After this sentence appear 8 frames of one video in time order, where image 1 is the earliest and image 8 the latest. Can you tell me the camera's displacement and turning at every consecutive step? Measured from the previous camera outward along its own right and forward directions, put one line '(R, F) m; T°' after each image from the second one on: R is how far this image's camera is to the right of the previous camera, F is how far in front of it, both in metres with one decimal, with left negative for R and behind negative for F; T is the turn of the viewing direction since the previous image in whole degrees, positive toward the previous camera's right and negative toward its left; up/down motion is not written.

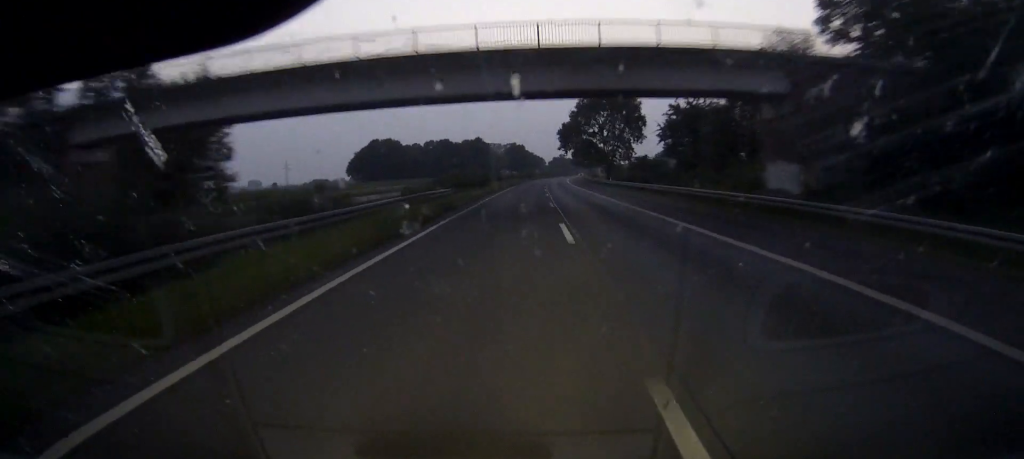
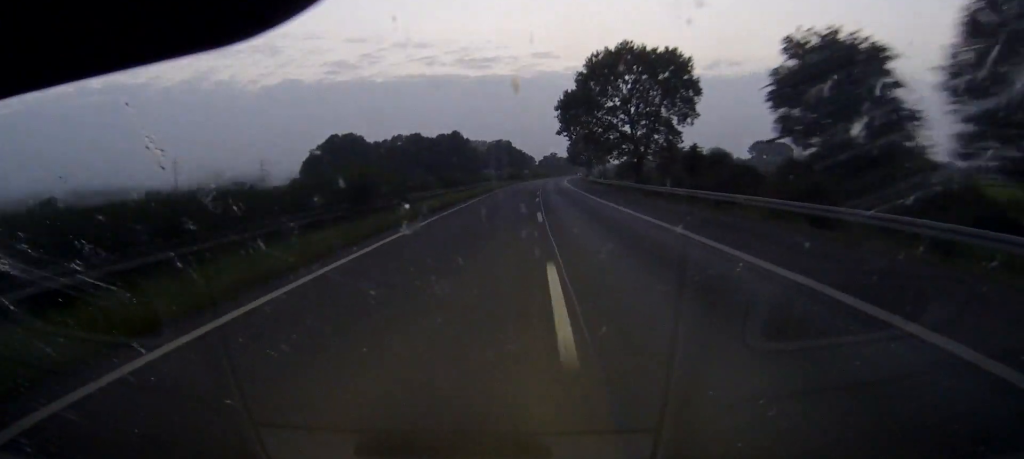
(+0.3, +46.9) m; +1°
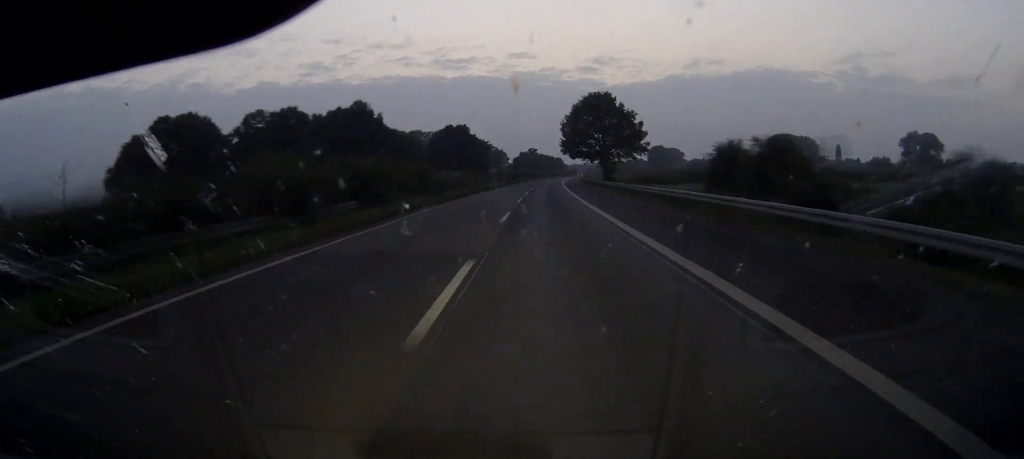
(+1.7, +109.3) m; +2°
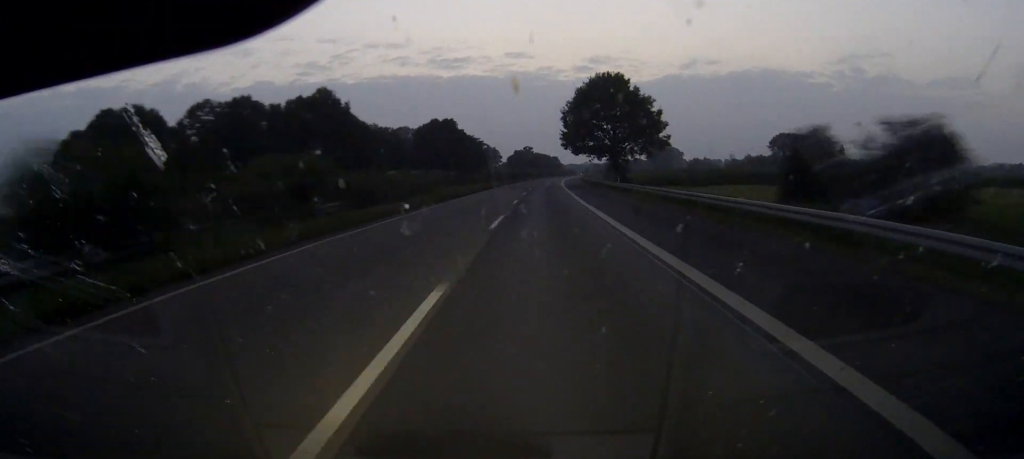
(+0.1, +21.3) m; 0°
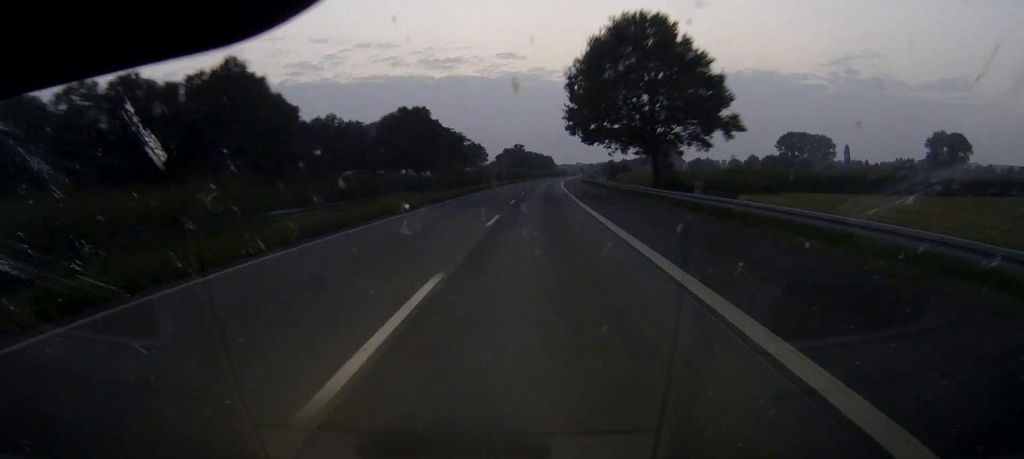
(+0.2, +34.6) m; +1°
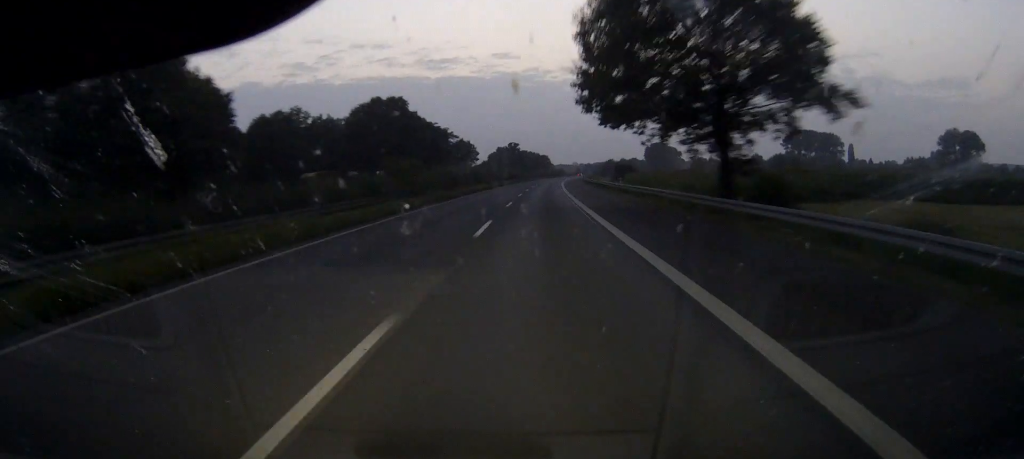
(0.0, +21.5) m; 0°
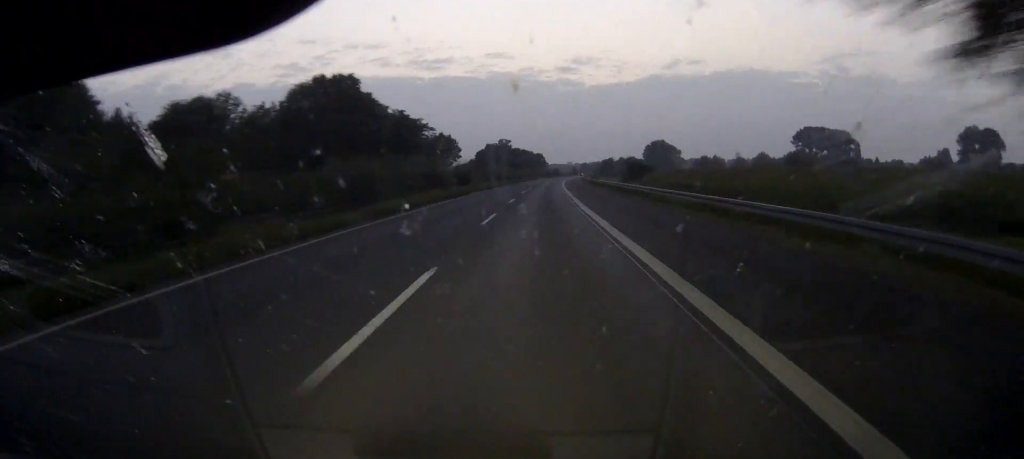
(+0.2, +31.6) m; +1°
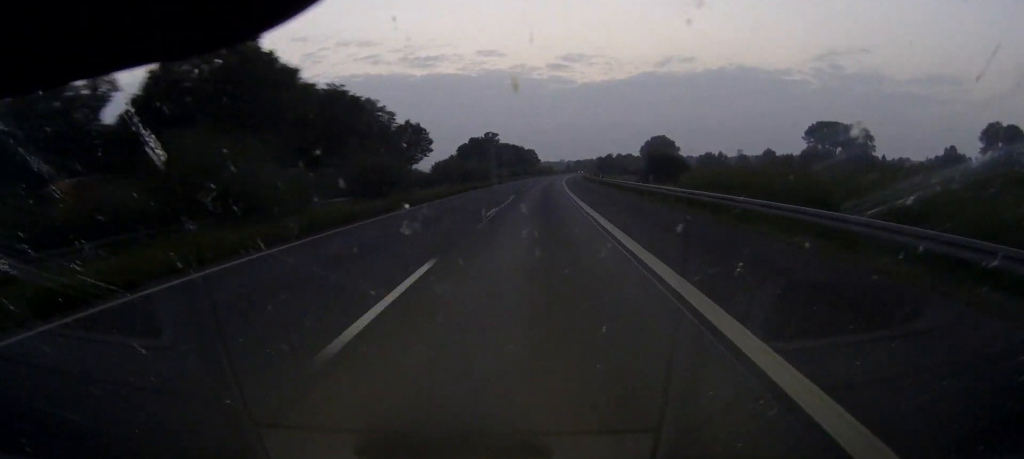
(+0.2, +35.0) m; +1°
